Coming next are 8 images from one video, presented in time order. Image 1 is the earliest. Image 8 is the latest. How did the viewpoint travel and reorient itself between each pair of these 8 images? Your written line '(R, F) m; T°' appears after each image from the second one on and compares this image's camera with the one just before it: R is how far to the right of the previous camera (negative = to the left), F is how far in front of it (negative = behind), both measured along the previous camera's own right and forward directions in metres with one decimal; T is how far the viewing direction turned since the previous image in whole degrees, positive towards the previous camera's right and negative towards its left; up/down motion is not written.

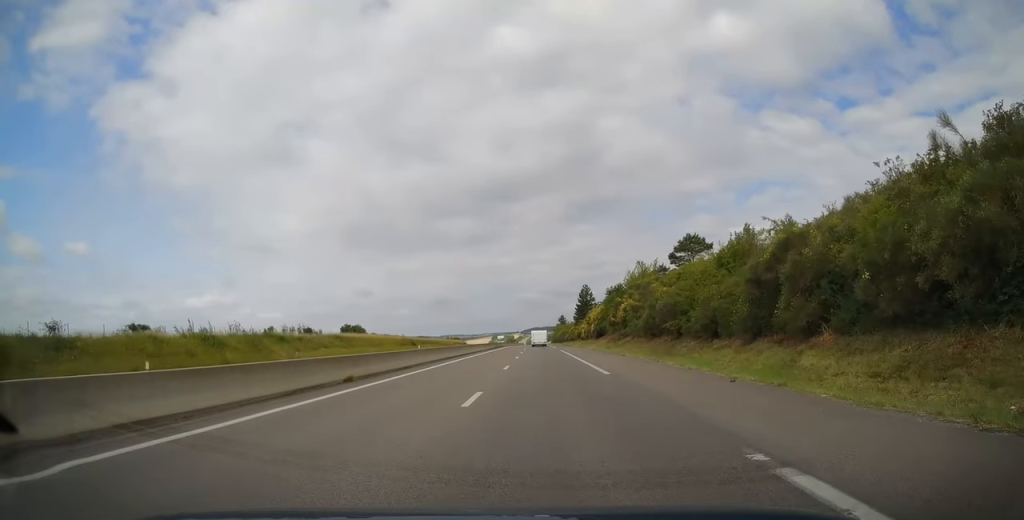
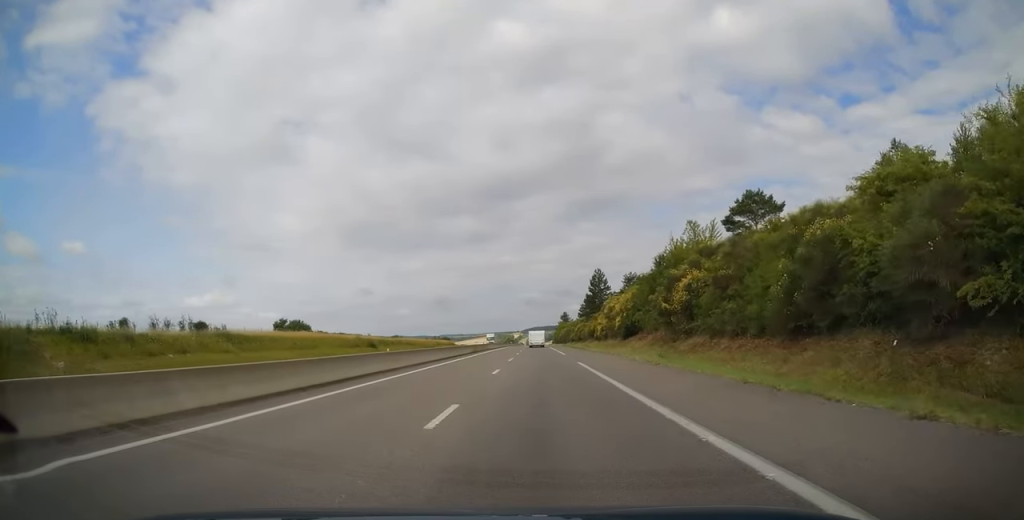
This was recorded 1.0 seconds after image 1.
(0.0, +29.5) m; 0°
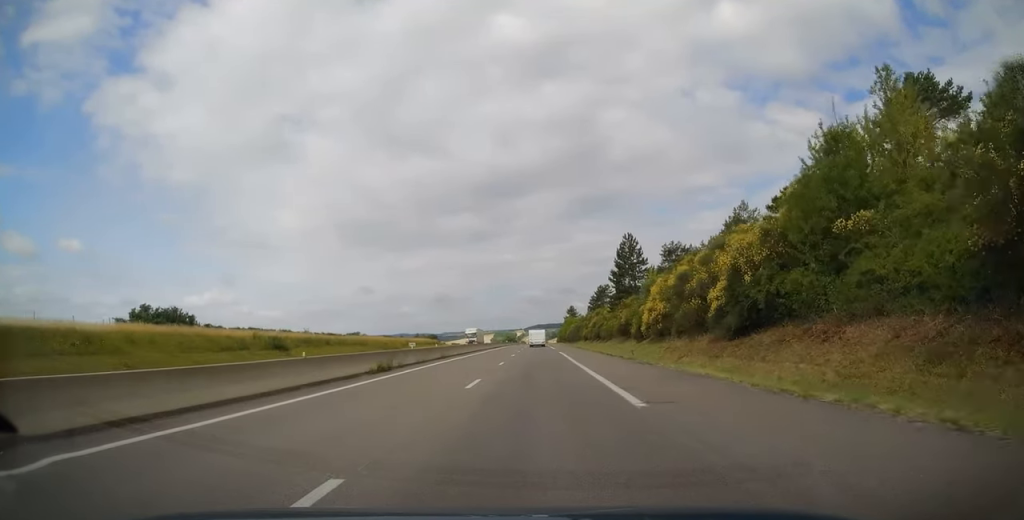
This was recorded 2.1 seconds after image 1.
(0.0, +33.5) m; 0°
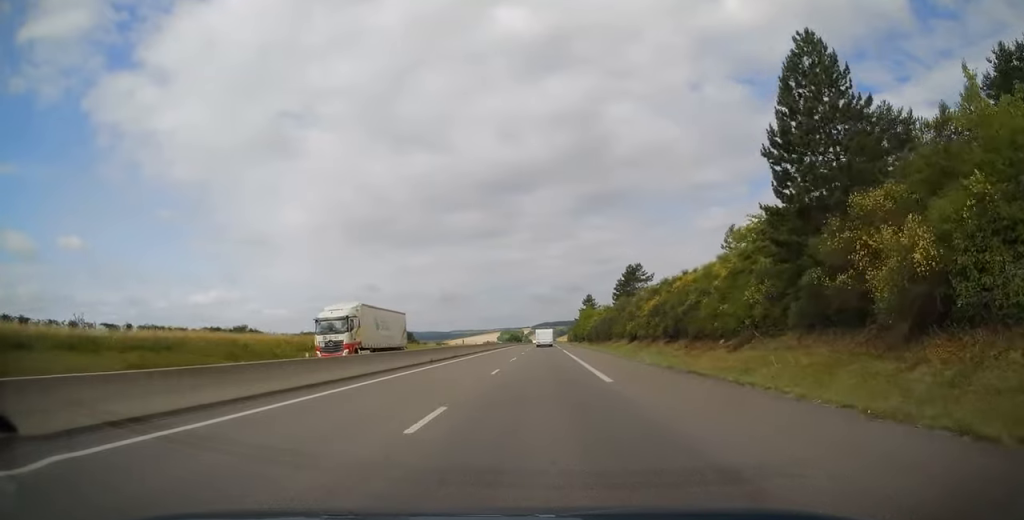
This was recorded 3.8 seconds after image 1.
(-0.2, +47.7) m; -1°
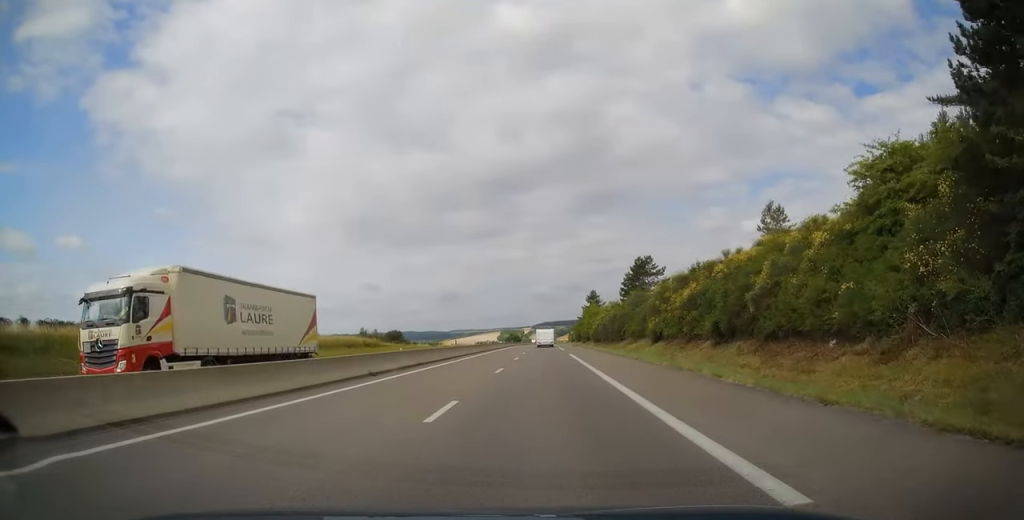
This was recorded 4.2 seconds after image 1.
(-0.2, +12.3) m; 0°
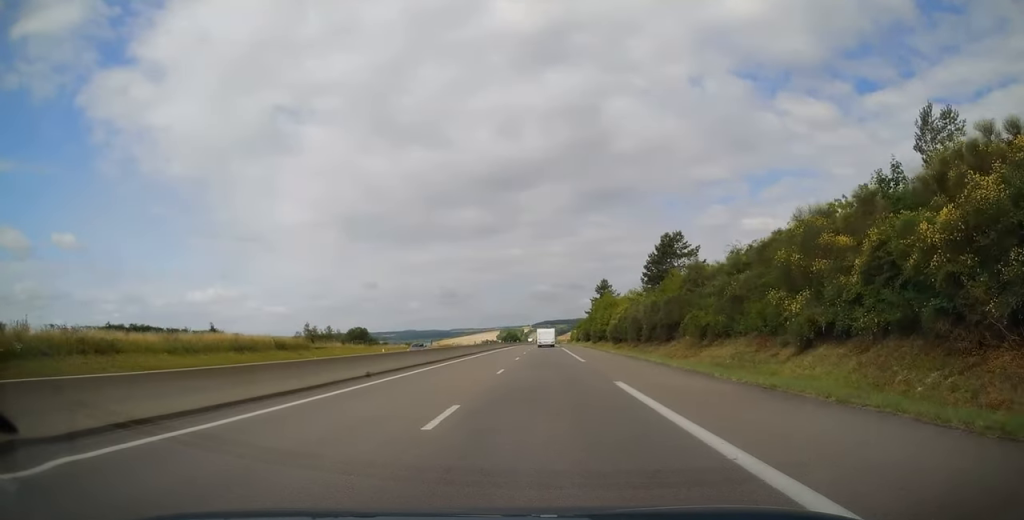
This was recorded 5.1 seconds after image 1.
(0.0, +27.6) m; 0°
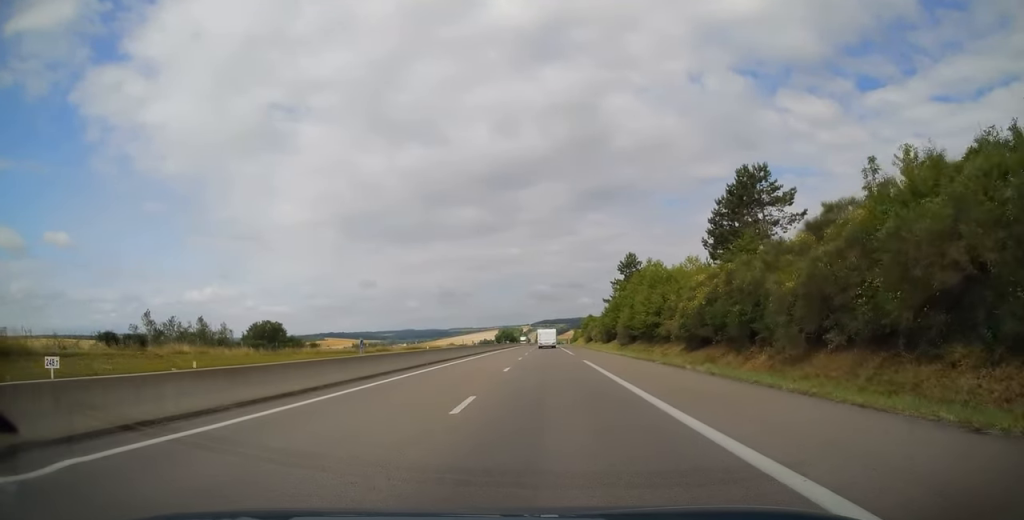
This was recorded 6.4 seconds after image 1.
(-0.1, +38.8) m; 0°
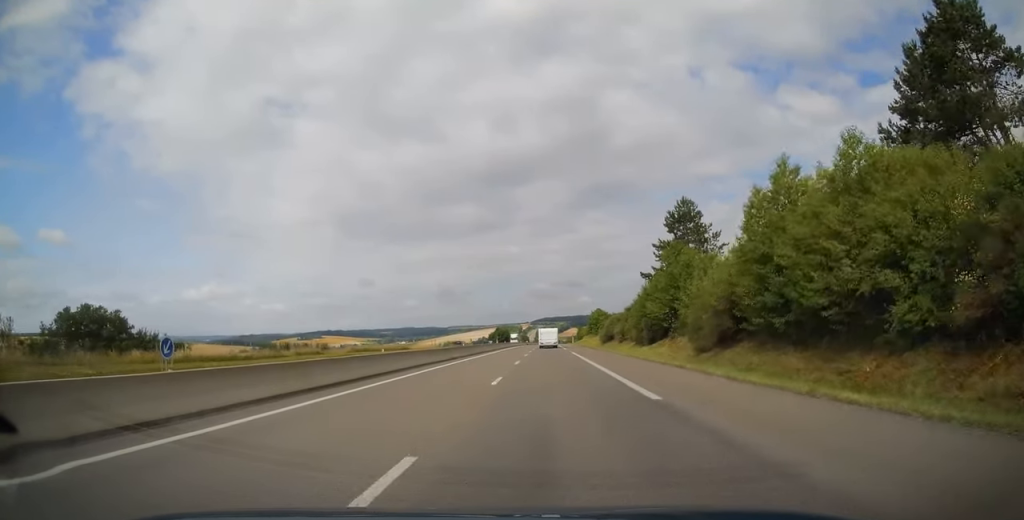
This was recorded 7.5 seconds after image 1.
(+0.3, +34.1) m; +1°
